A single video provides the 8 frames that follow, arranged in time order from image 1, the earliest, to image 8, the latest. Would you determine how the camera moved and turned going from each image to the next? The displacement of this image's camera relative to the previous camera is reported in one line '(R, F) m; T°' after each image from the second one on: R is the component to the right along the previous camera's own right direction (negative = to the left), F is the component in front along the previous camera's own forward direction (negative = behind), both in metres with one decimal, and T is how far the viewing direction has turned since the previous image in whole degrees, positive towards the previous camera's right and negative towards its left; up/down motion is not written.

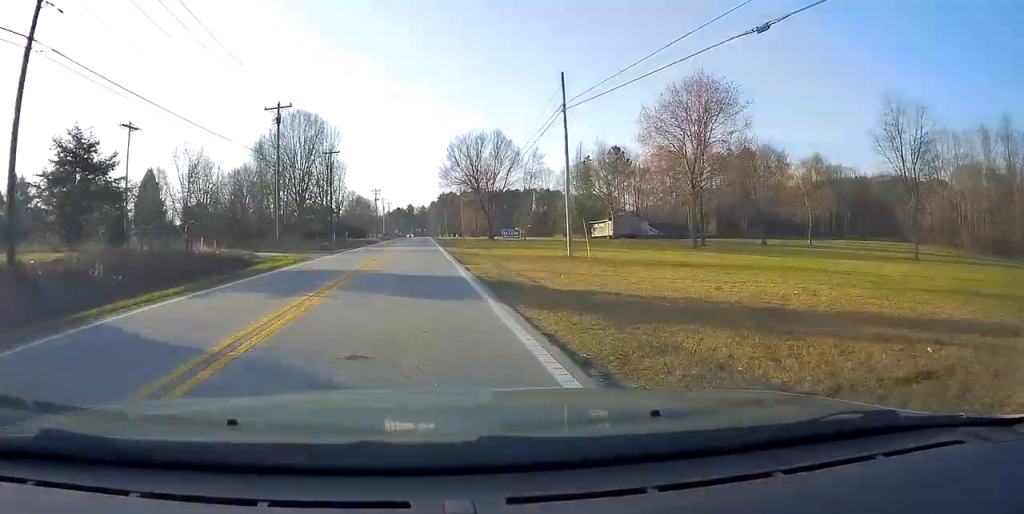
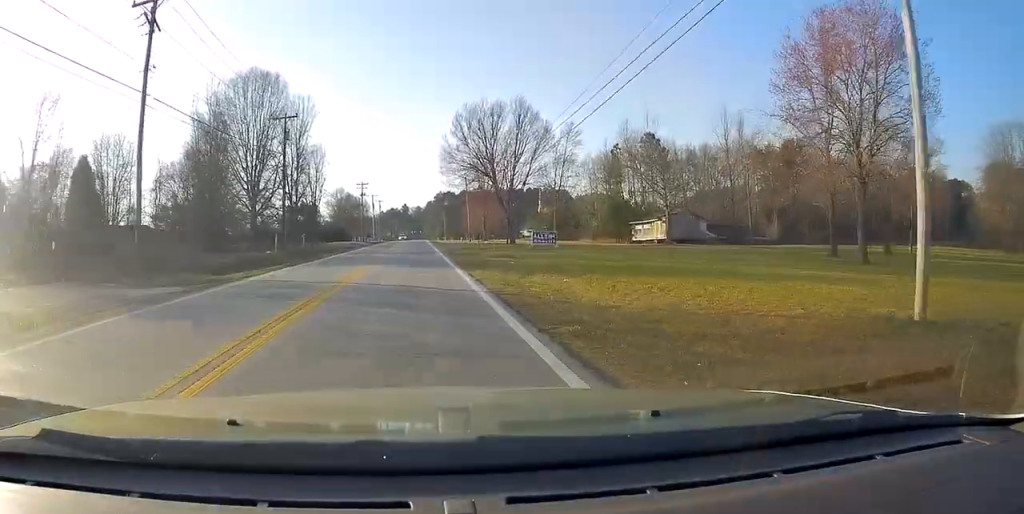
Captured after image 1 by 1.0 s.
(+0.4, +25.3) m; +1°
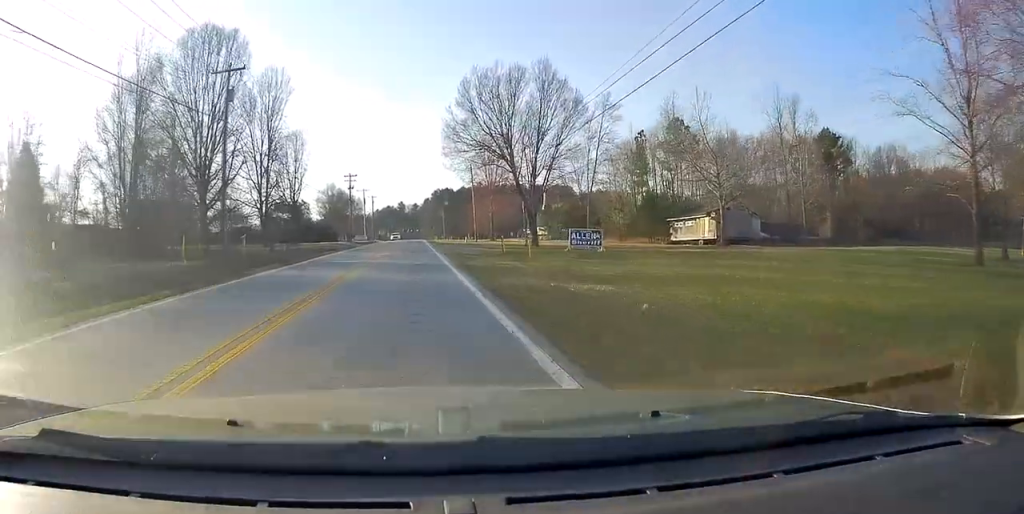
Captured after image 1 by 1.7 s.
(-0.1, +15.6) m; 0°
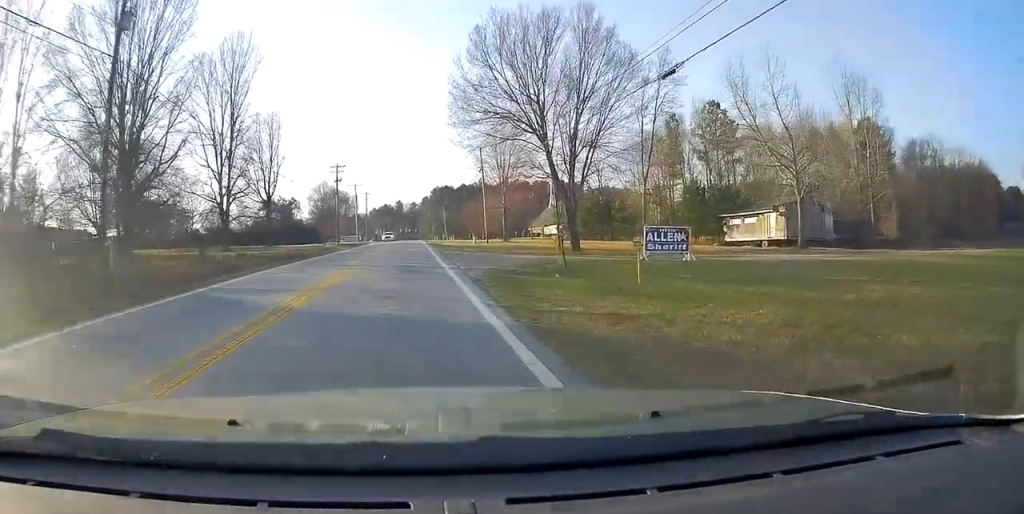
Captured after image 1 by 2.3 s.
(0.0, +14.7) m; 0°
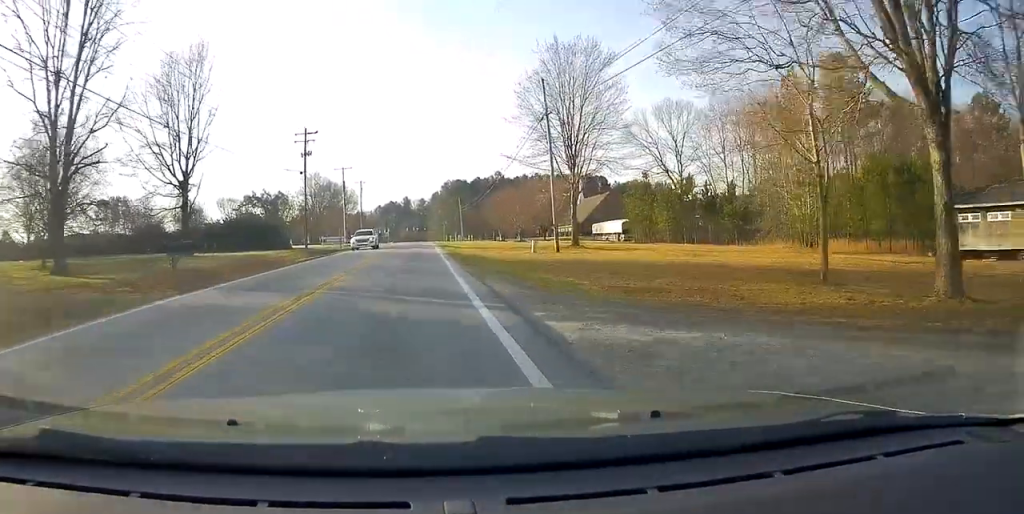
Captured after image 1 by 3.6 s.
(0.0, +30.6) m; 0°
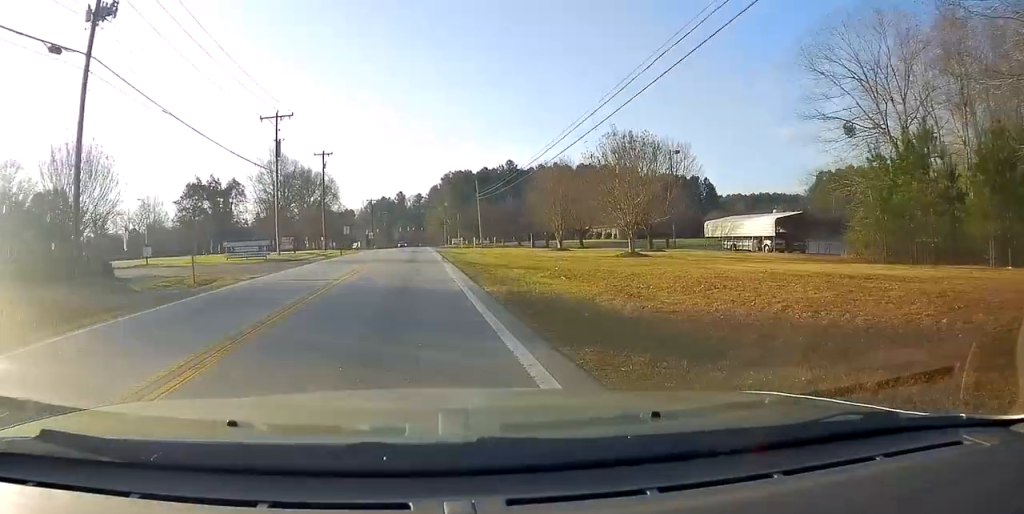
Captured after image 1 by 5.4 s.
(+0.7, +41.2) m; 0°
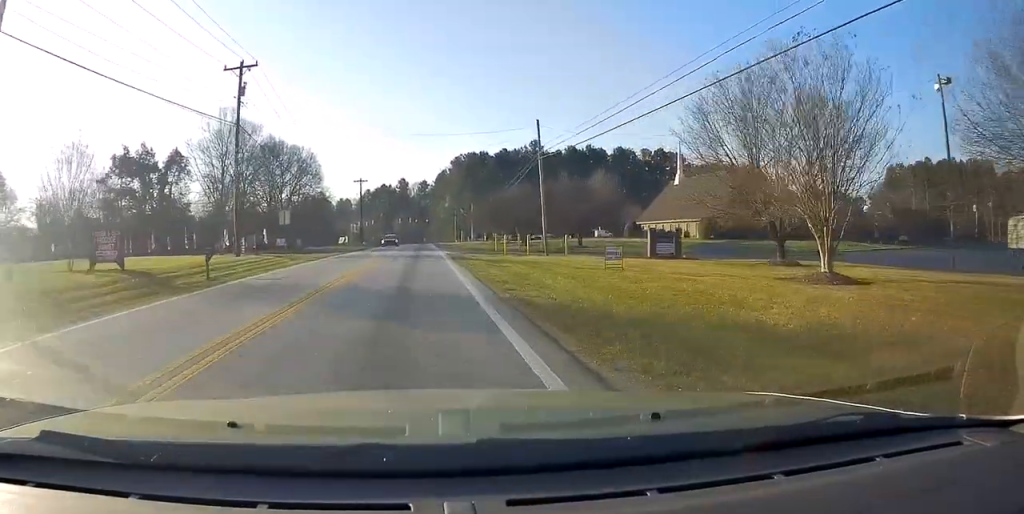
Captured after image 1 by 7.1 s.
(-0.8, +36.0) m; -2°
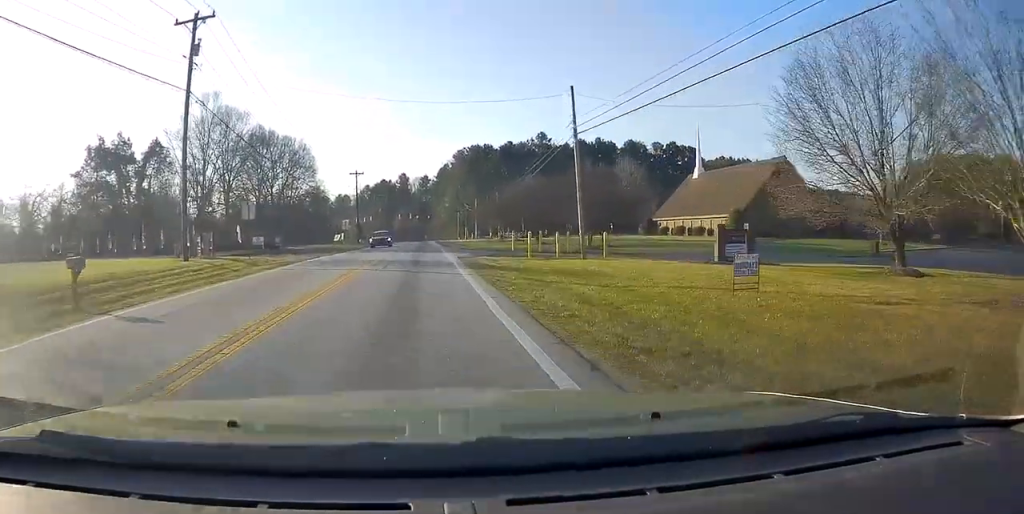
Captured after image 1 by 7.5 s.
(-0.2, +8.3) m; +1°
